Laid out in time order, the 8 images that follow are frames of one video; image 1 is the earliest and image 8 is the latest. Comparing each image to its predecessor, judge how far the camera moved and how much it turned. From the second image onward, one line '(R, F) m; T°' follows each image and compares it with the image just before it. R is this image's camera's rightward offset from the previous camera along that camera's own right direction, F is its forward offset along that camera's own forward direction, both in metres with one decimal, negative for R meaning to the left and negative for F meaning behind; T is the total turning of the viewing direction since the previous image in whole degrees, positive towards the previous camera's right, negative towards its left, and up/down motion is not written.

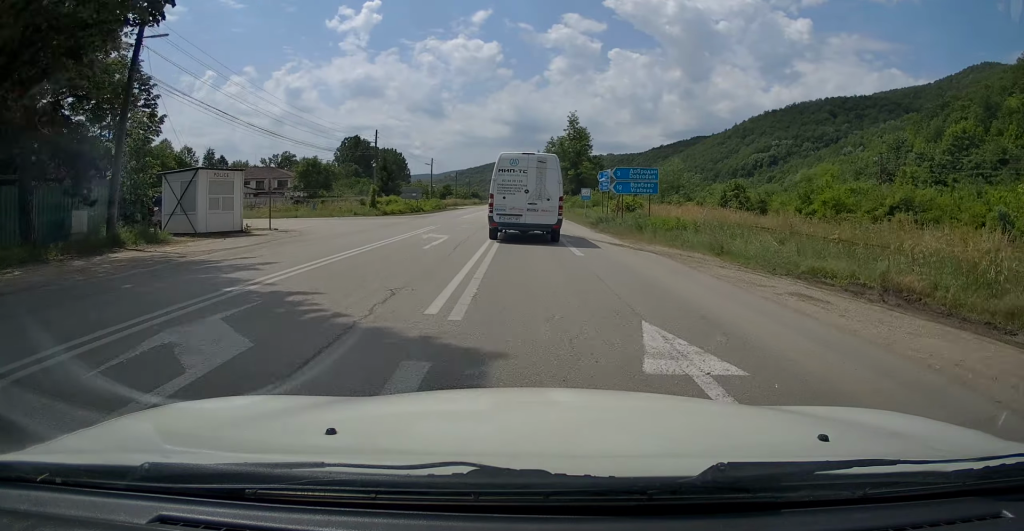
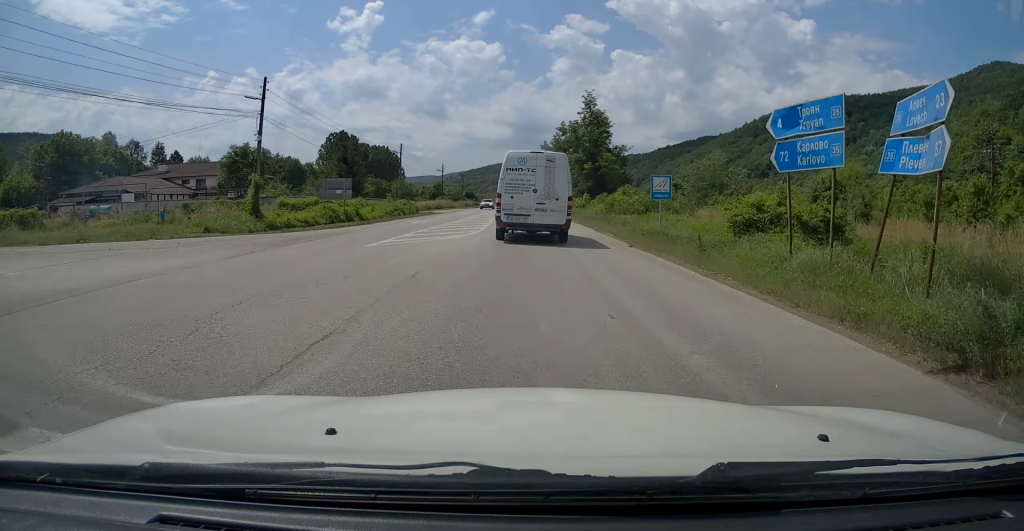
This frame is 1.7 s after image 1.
(+0.2, +23.2) m; +1°
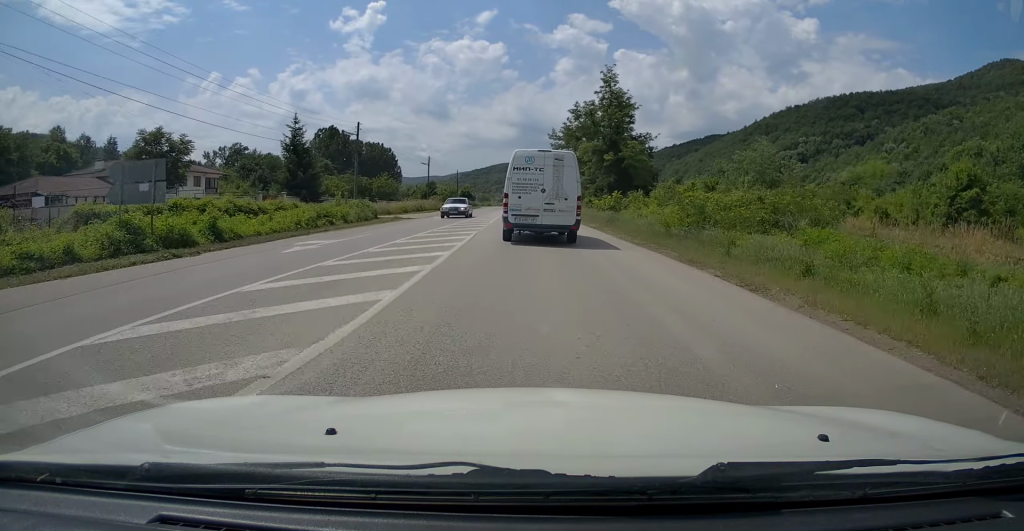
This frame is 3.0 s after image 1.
(0.0, +17.6) m; -1°
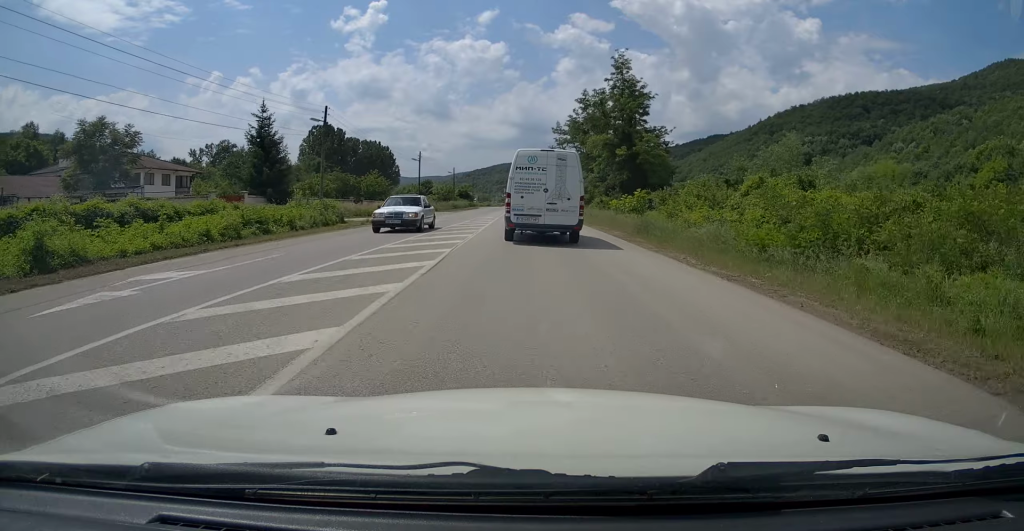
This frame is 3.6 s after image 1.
(-0.2, +8.0) m; 0°
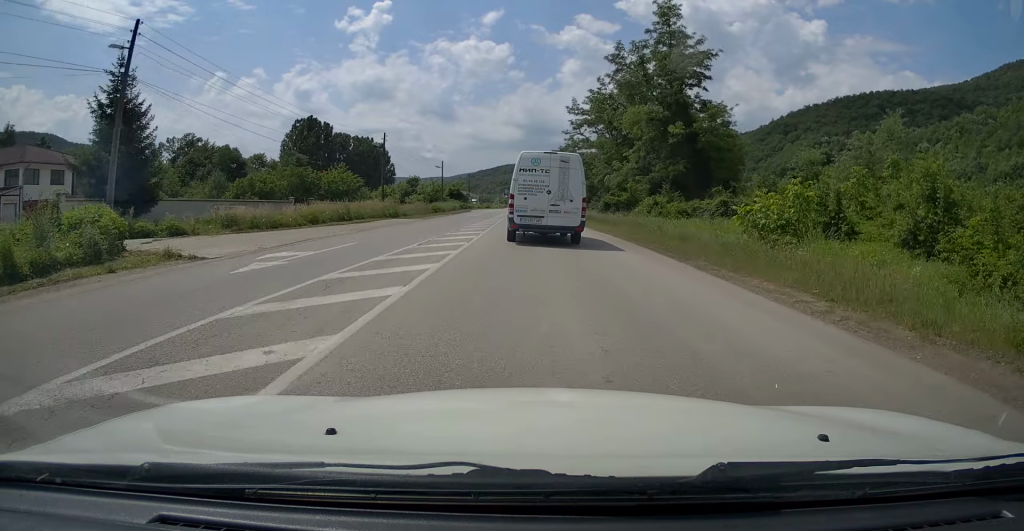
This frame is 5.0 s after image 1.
(+0.2, +20.4) m; +1°
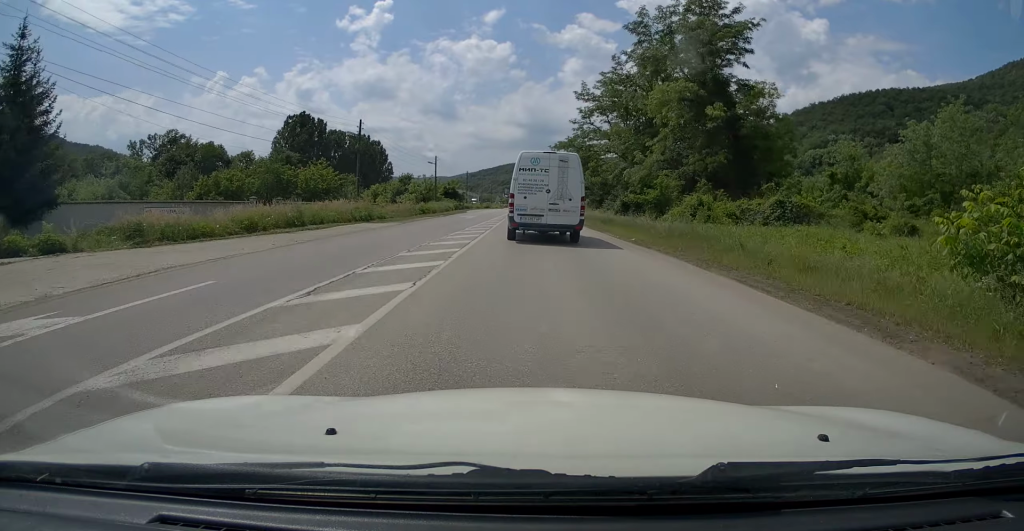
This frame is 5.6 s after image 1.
(+0.1, +8.2) m; 0°
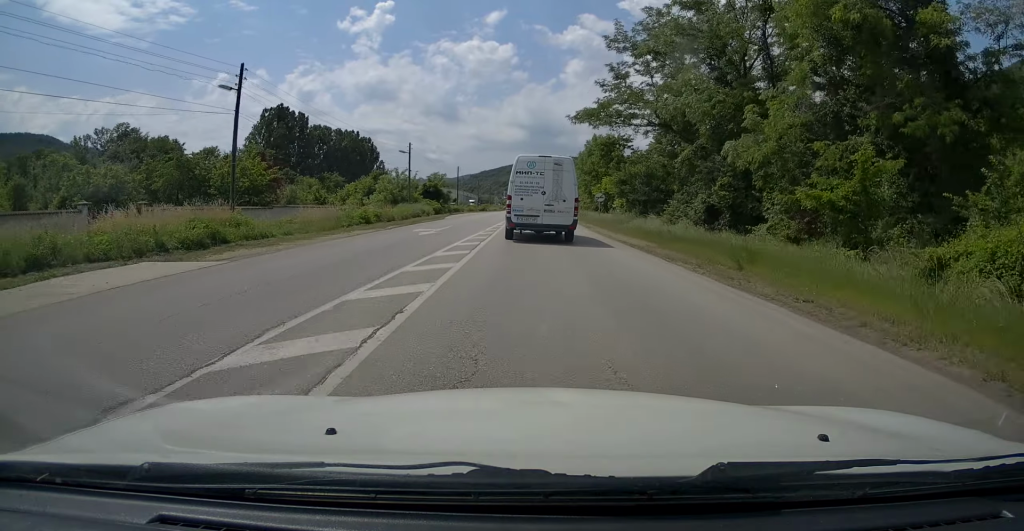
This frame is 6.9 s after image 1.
(-0.3, +19.2) m; 0°
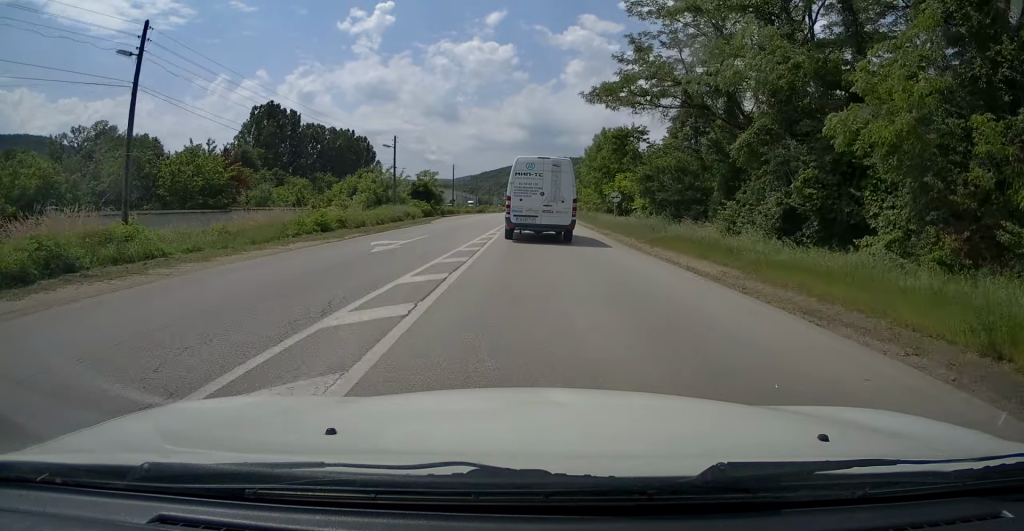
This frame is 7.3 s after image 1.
(+0.1, +7.0) m; 0°
